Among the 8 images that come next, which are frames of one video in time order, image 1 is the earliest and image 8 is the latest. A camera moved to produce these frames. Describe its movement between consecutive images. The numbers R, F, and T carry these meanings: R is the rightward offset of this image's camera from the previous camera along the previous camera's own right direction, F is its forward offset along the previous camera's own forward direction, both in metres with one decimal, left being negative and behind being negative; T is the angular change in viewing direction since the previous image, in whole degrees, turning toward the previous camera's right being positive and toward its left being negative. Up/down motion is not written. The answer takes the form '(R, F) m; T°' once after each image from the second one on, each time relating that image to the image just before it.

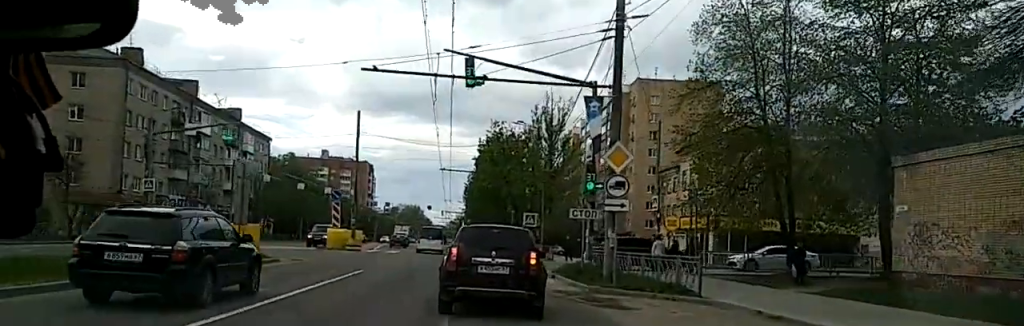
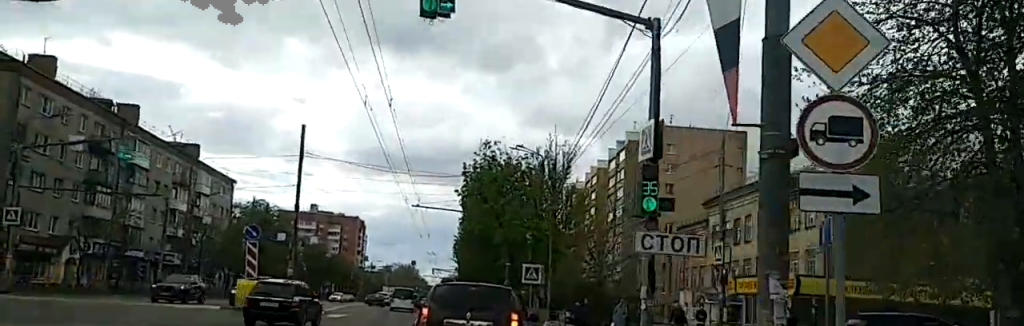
(-0.8, +12.9) m; -8°
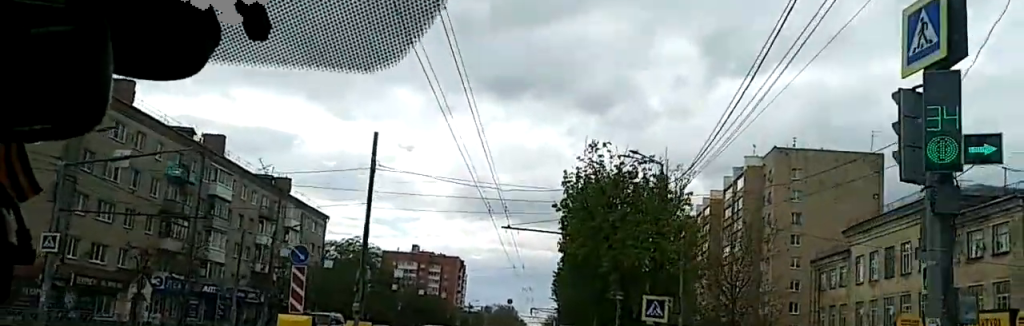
(-0.4, +8.0) m; -3°
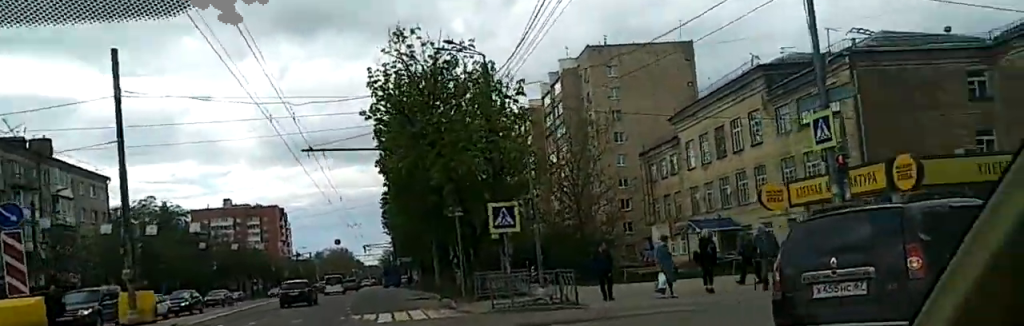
(0.0, +5.9) m; +7°
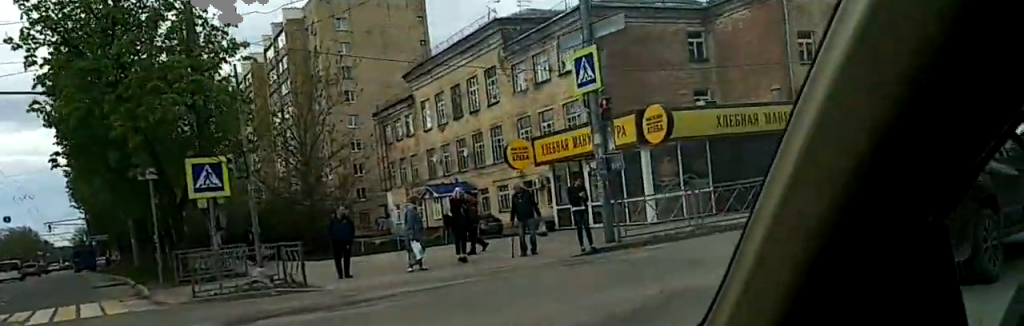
(0.0, +3.4) m; +14°
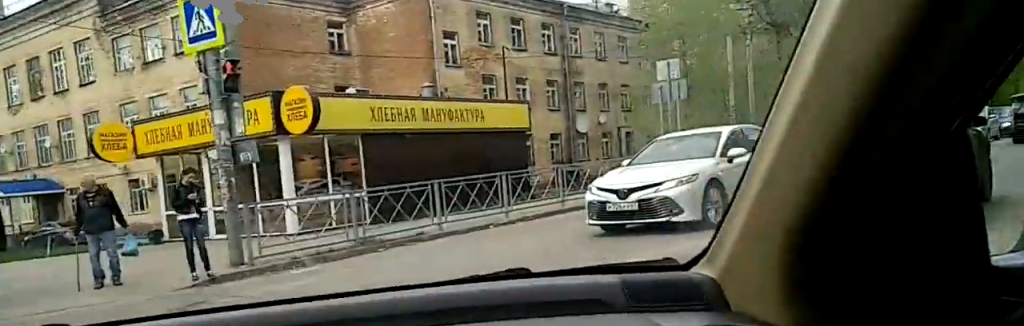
(+1.2, +4.0) m; +34°
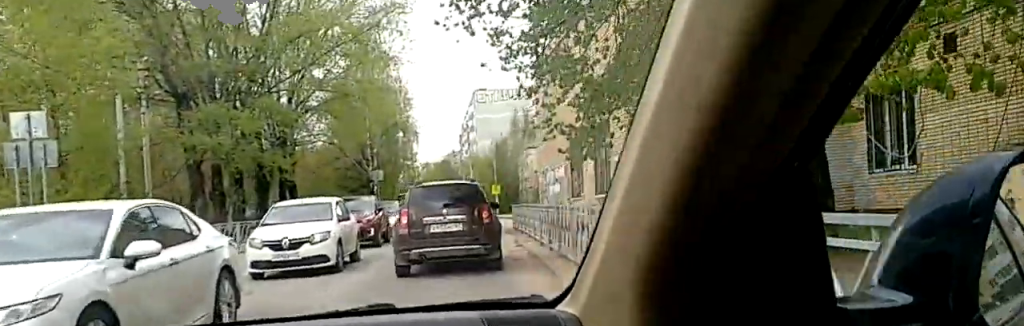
(+2.1, +4.4) m; +38°
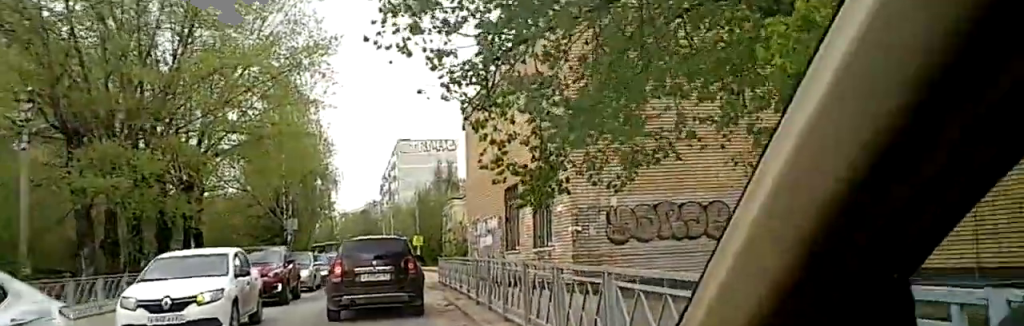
(+0.8, +2.0) m; +4°
